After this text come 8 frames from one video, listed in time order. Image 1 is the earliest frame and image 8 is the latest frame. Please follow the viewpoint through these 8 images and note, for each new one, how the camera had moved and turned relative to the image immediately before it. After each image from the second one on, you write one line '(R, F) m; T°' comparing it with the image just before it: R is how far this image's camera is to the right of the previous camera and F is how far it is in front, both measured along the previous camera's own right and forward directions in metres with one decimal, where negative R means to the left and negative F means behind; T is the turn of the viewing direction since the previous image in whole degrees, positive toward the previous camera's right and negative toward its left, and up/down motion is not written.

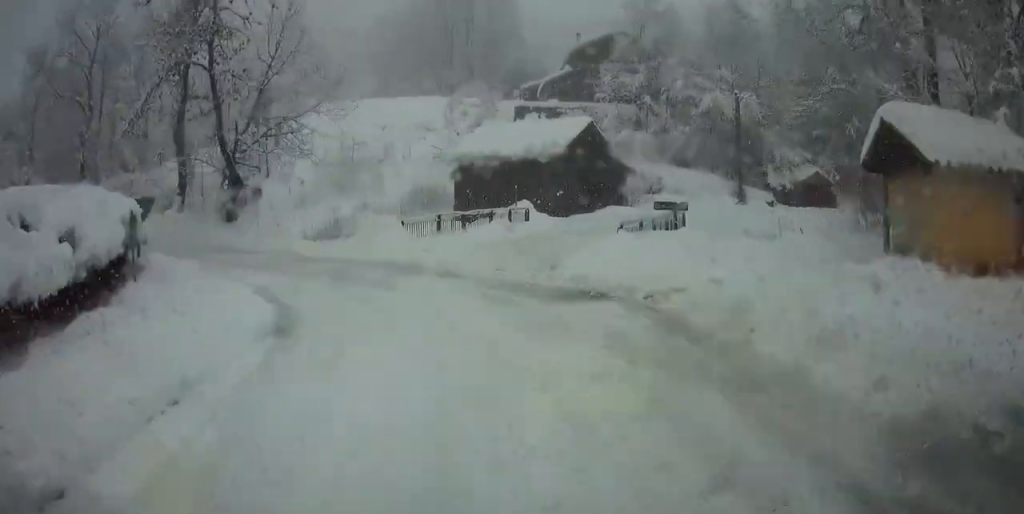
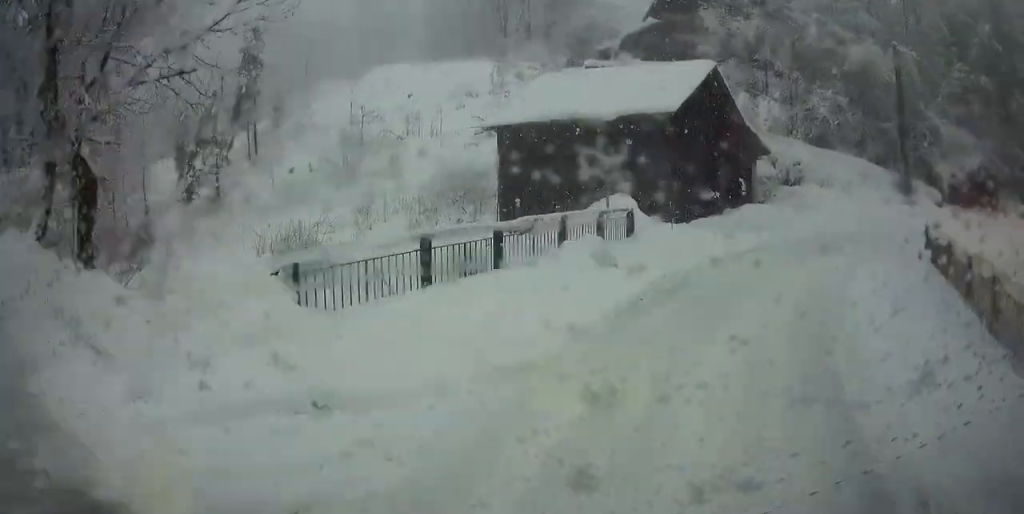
(-1.2, +16.7) m; +6°
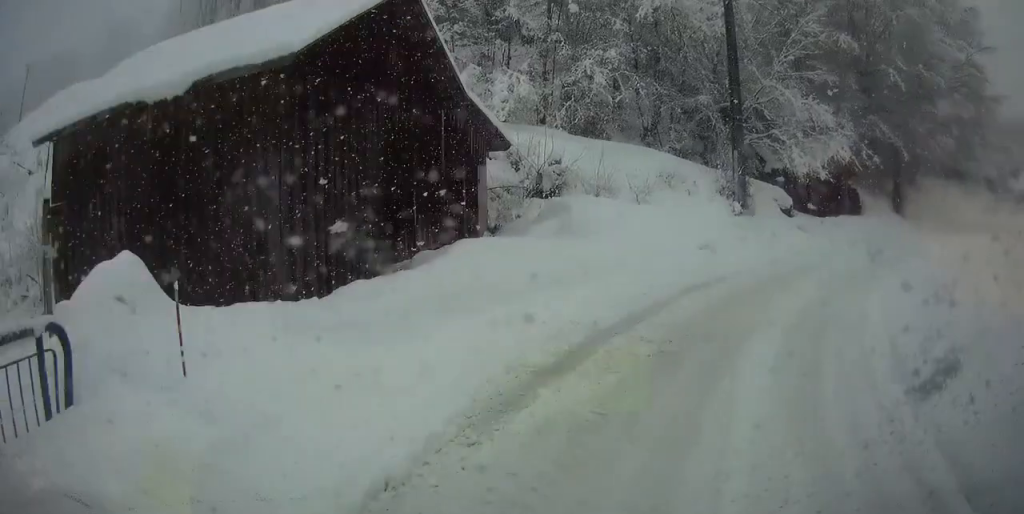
(+0.2, +13.1) m; +18°
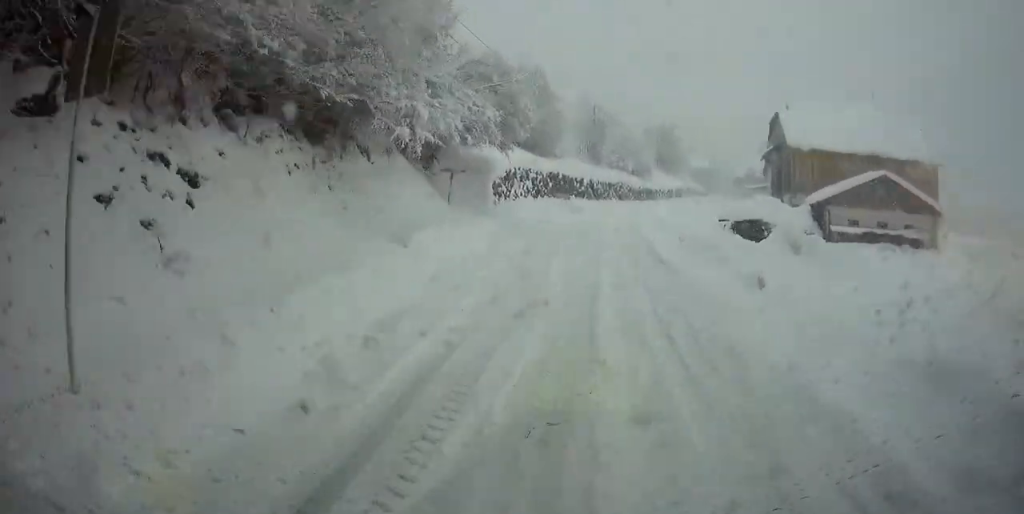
(+13.9, +36.2) m; +27°
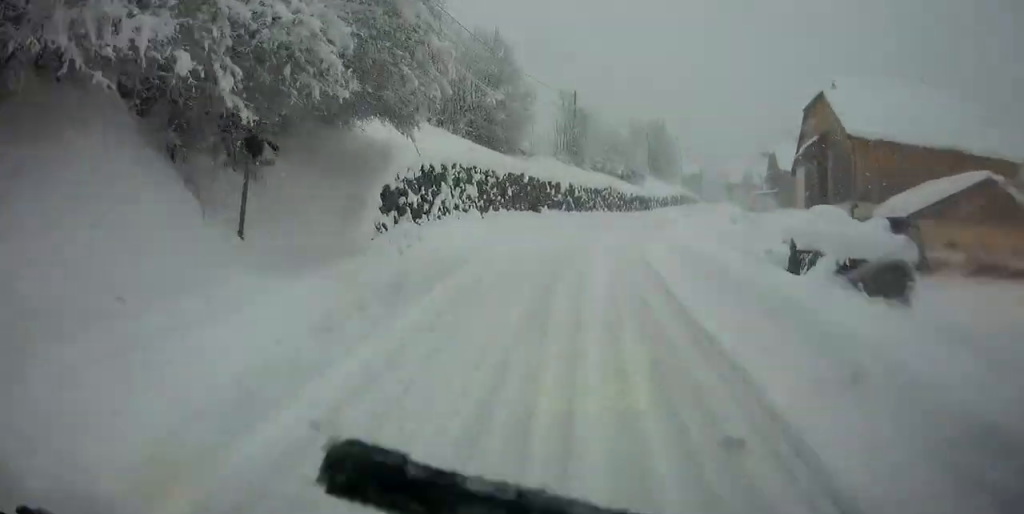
(+0.9, +14.1) m; +6°
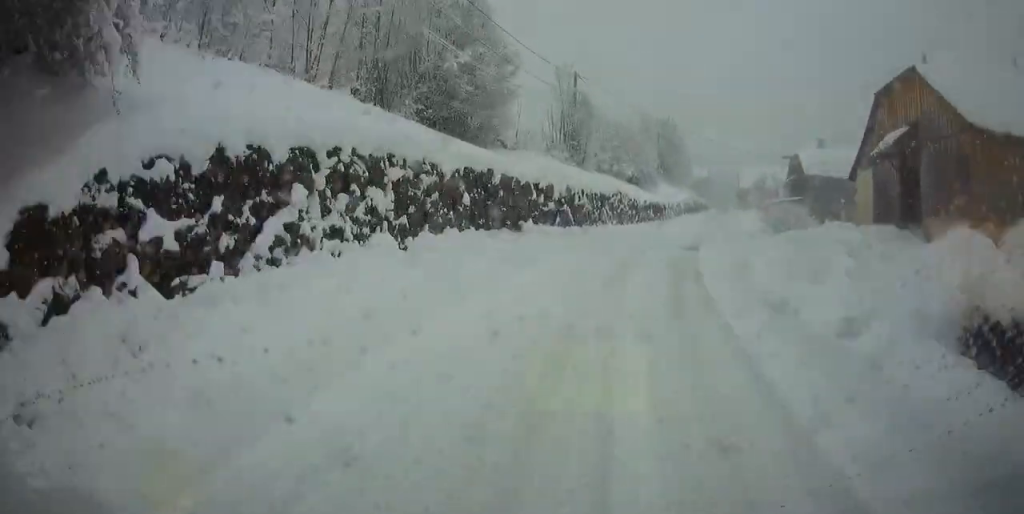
(+0.2, +11.2) m; +4°
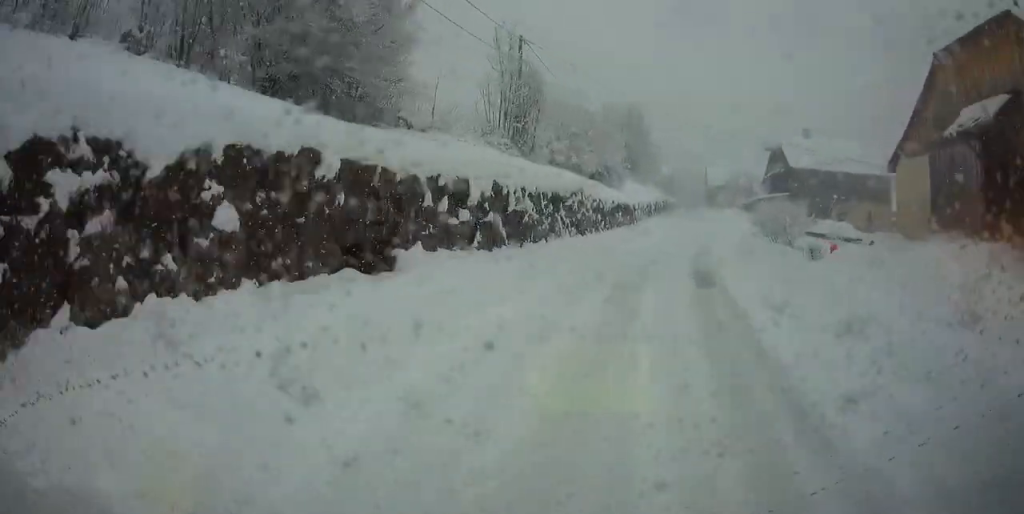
(+0.6, +11.0) m; +3°
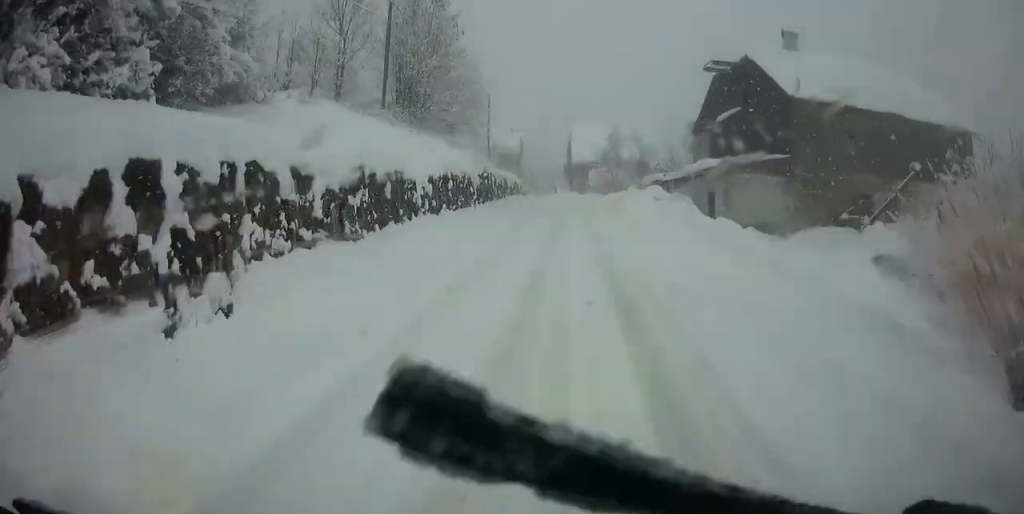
(+3.9, +50.3) m; +6°
